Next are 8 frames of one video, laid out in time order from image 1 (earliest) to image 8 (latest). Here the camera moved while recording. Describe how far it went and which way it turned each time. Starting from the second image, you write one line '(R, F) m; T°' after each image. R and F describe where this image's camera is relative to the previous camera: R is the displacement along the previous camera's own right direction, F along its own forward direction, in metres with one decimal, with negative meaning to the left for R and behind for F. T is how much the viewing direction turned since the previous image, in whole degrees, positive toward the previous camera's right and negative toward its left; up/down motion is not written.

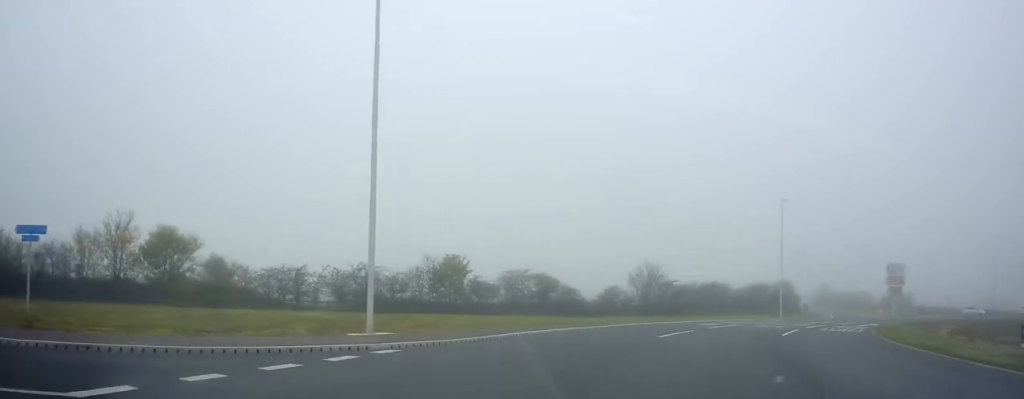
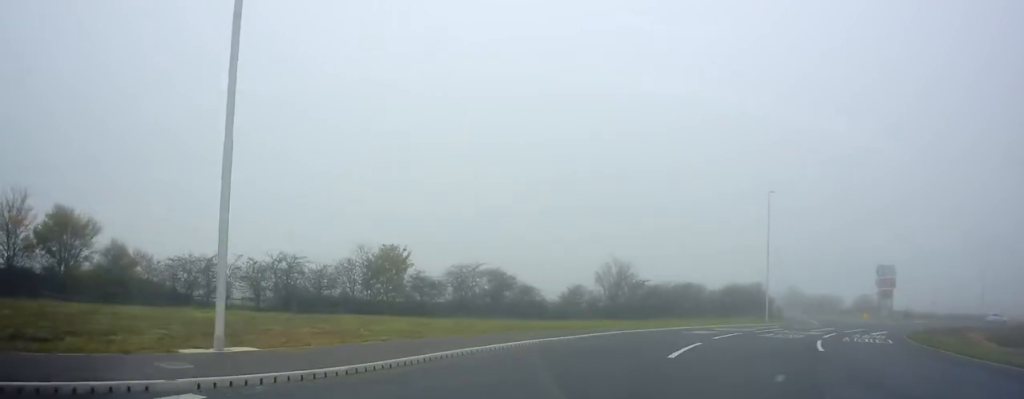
(+0.2, +6.8) m; +4°
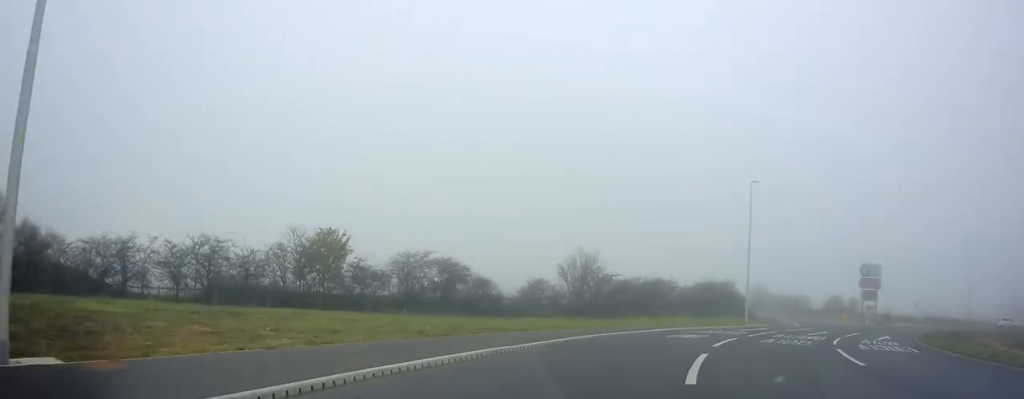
(+0.2, +4.8) m; +4°
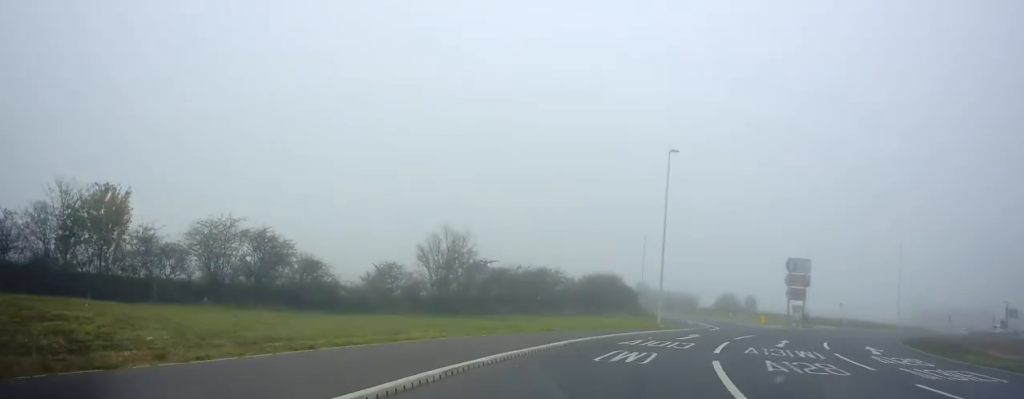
(+1.0, +10.4) m; +12°
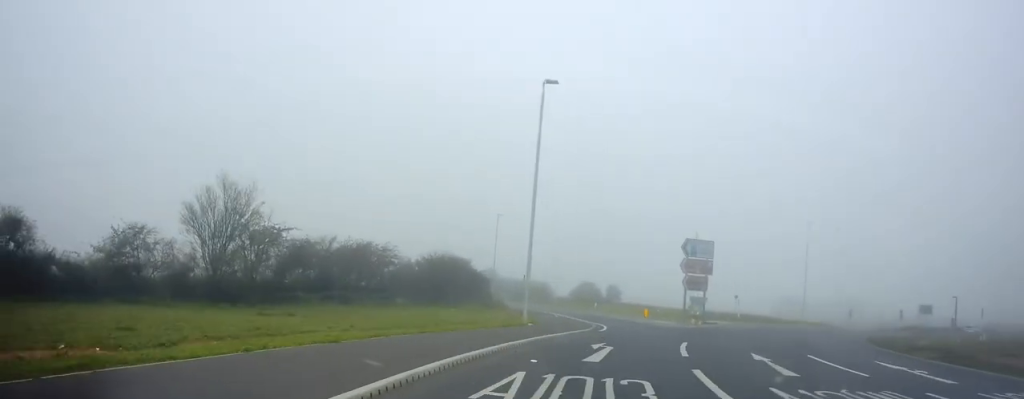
(+1.4, +11.7) m; +16°
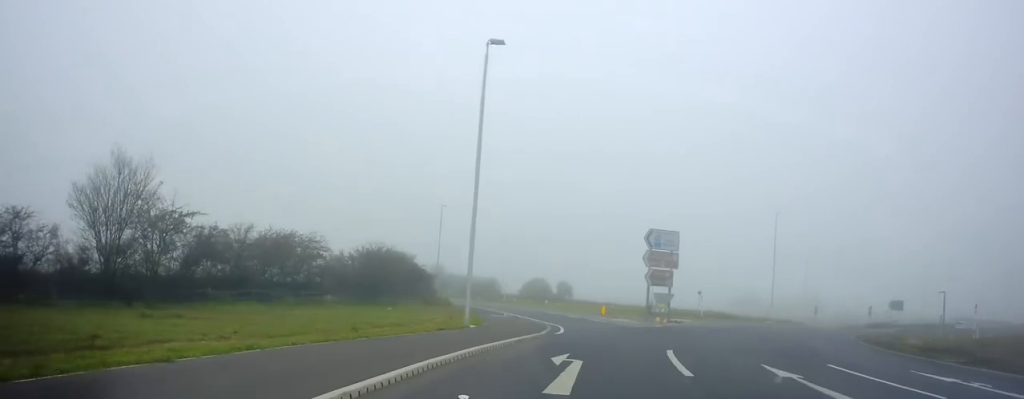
(+0.5, +4.5) m; +4°
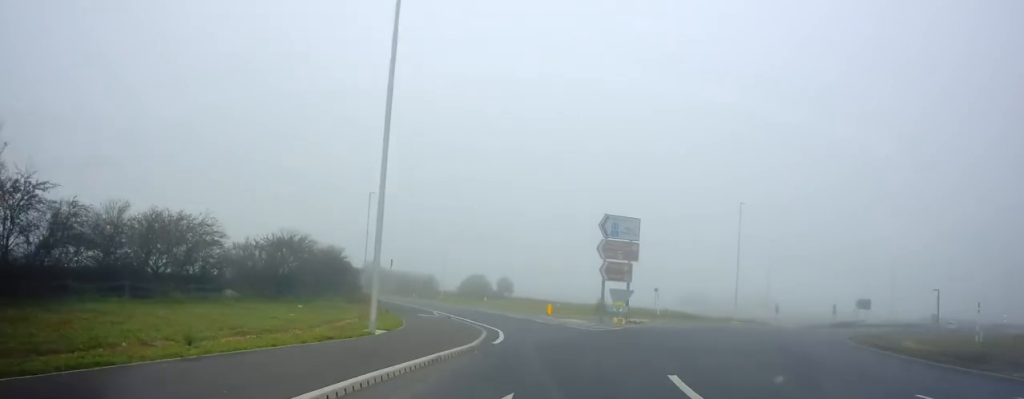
(+0.2, +6.0) m; +4°
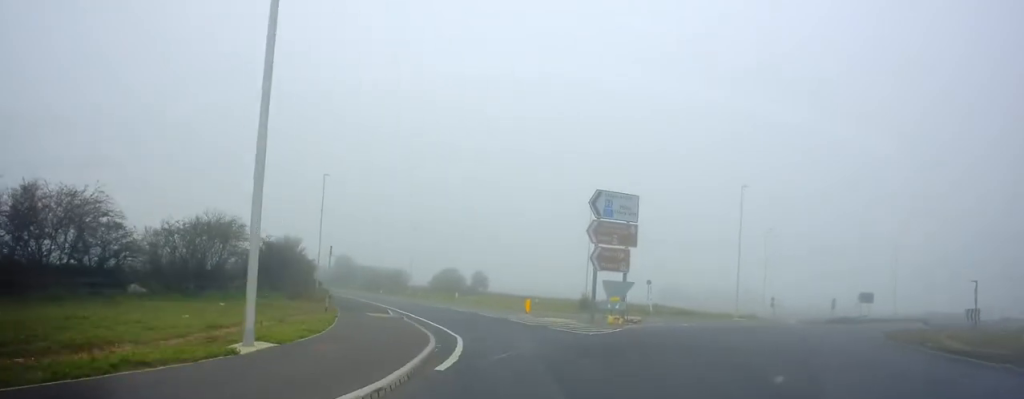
(0.0, +6.7) m; +2°
